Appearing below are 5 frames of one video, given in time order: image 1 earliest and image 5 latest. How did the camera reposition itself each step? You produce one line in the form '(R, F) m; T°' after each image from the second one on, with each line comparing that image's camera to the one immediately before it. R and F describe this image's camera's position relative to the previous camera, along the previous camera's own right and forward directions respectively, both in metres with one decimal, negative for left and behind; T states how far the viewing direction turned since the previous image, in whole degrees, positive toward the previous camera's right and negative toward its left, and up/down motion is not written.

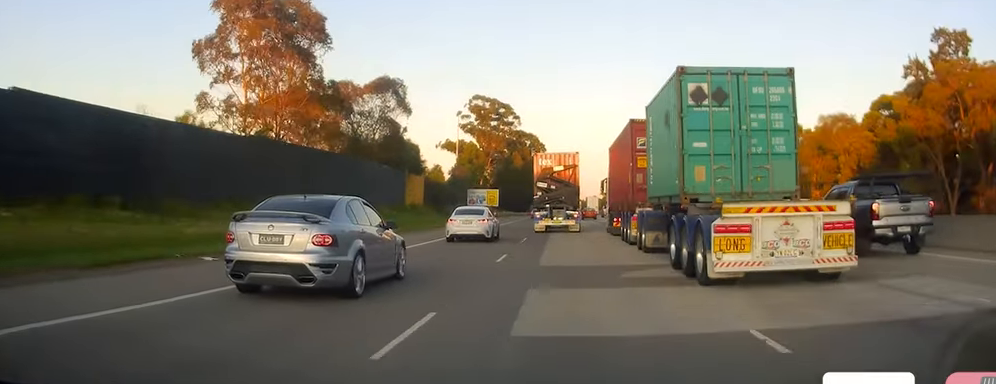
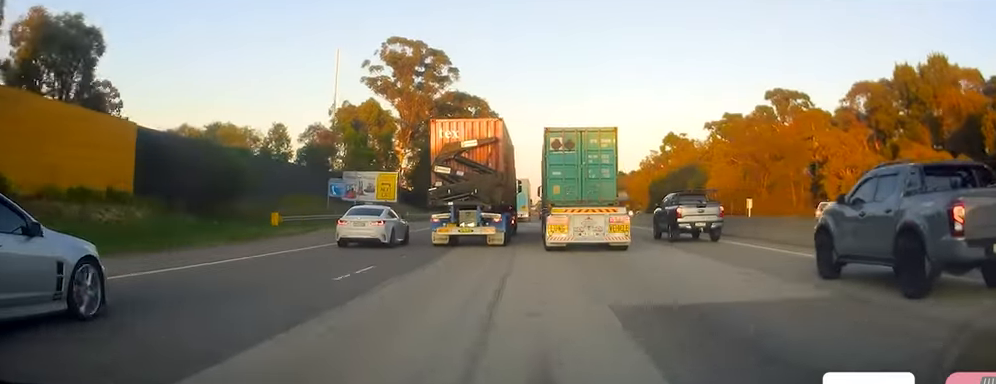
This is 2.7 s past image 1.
(+1.8, +62.9) m; +3°
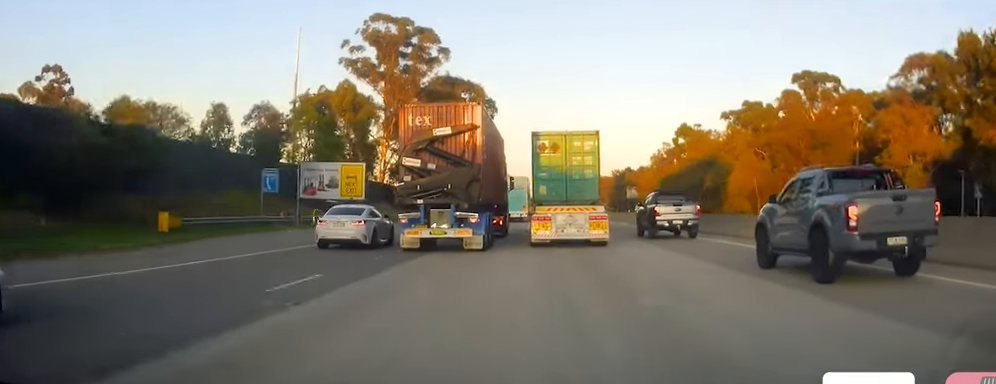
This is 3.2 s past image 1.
(+0.2, +13.9) m; +1°
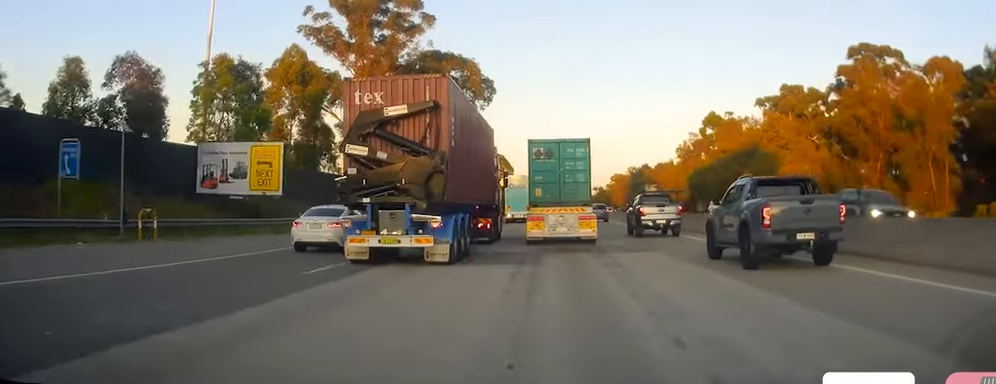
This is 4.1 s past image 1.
(+0.2, +20.6) m; 0°
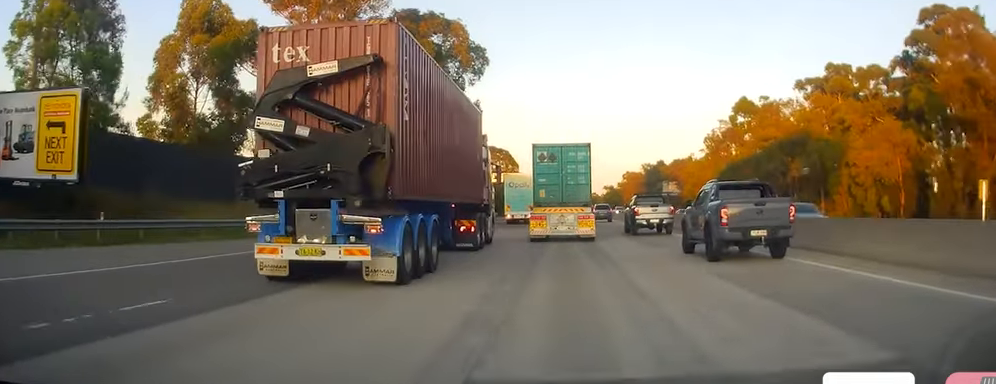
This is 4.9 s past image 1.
(0.0, +19.9) m; -1°
